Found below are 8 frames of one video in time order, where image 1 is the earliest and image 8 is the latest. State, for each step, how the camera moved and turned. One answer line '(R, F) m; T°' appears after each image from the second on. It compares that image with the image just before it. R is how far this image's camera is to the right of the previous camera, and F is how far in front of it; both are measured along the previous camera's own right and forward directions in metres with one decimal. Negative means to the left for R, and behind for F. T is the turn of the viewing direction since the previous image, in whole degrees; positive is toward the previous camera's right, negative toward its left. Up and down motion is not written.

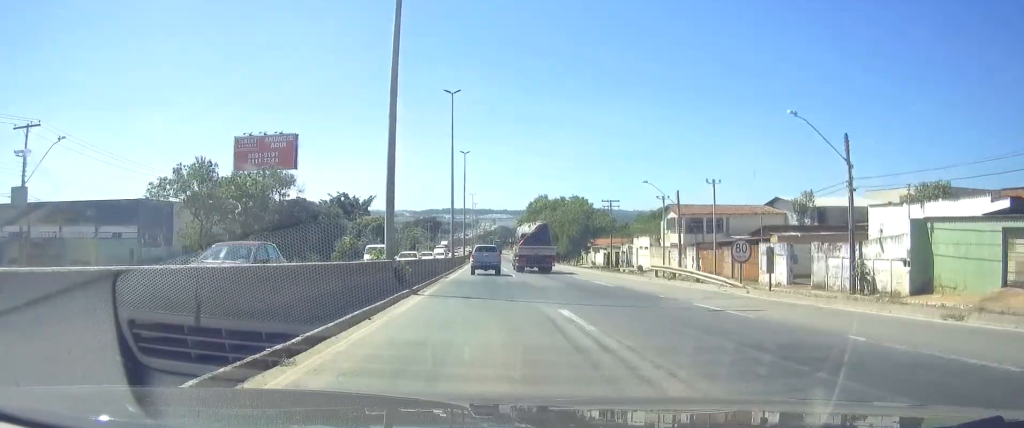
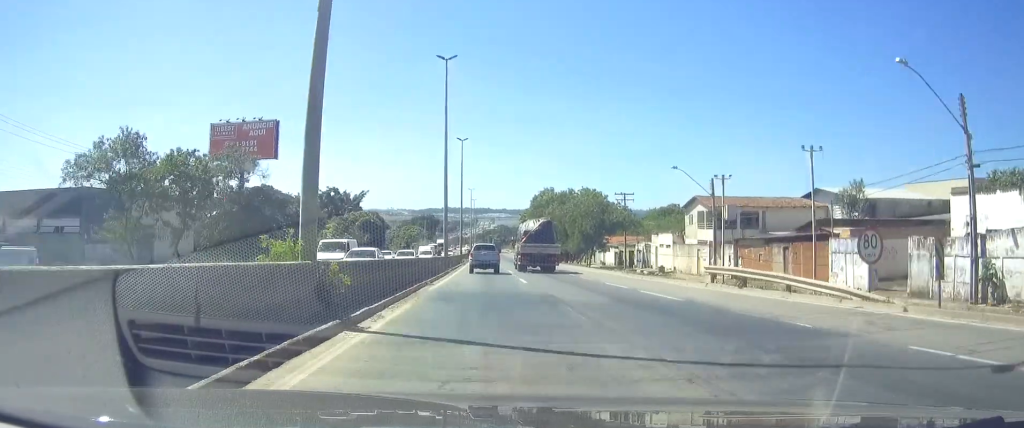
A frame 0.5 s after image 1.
(-0.1, +9.9) m; 0°
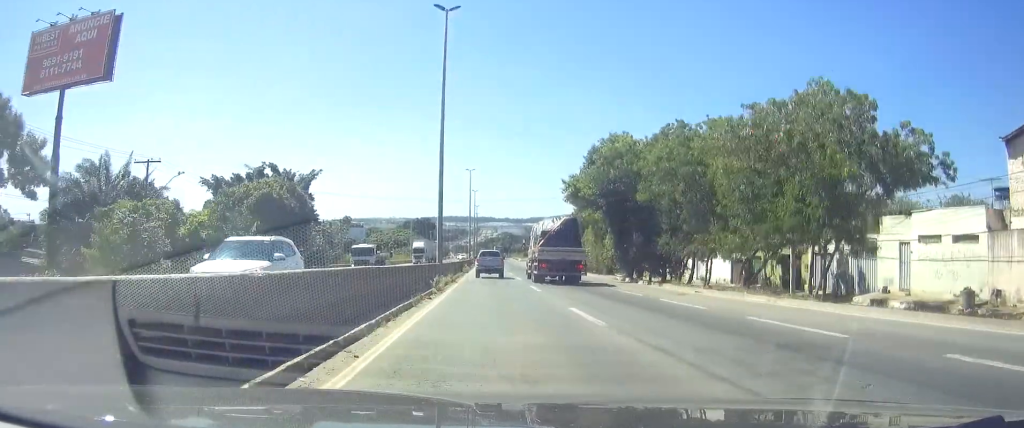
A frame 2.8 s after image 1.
(0.0, +47.2) m; -1°
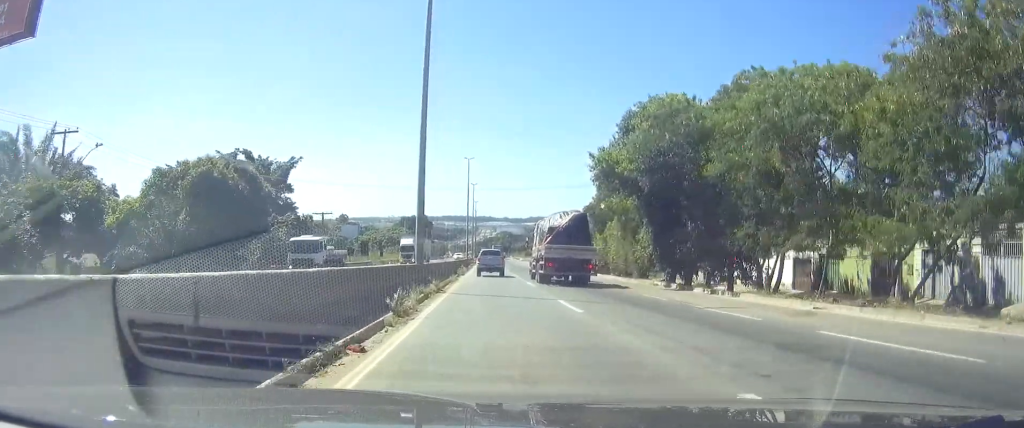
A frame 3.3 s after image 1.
(-0.1, +11.4) m; 0°
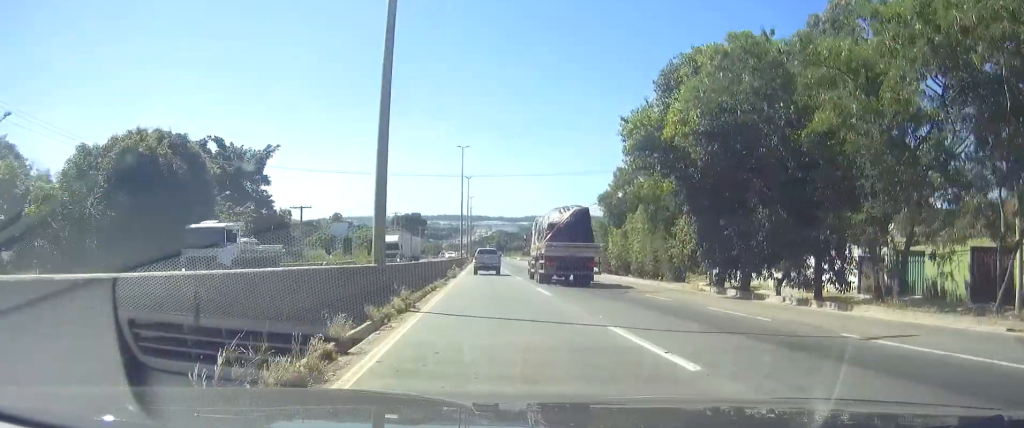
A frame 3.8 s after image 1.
(-0.1, +8.7) m; 0°
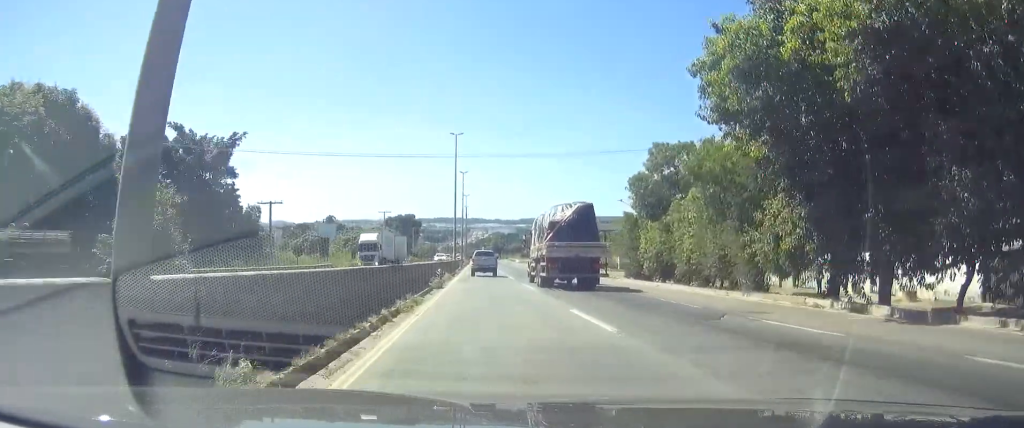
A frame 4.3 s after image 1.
(+0.1, +10.8) m; 0°
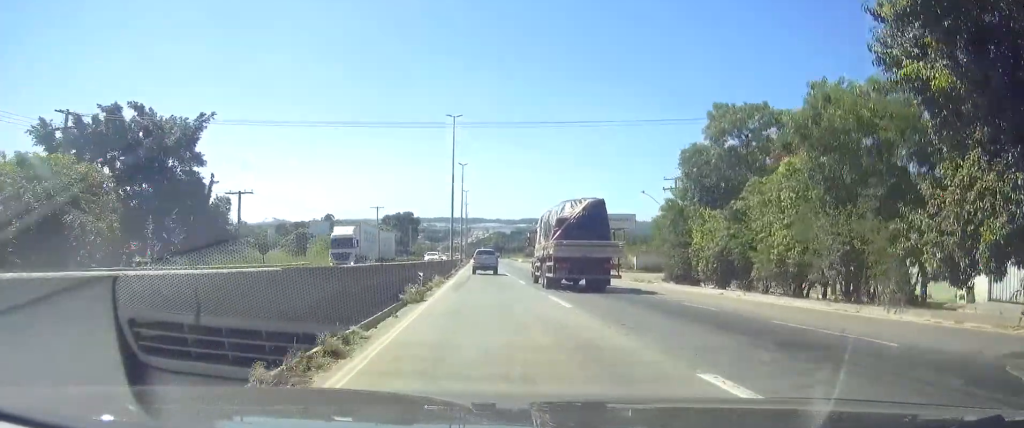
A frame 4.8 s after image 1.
(+0.1, +9.4) m; 0°
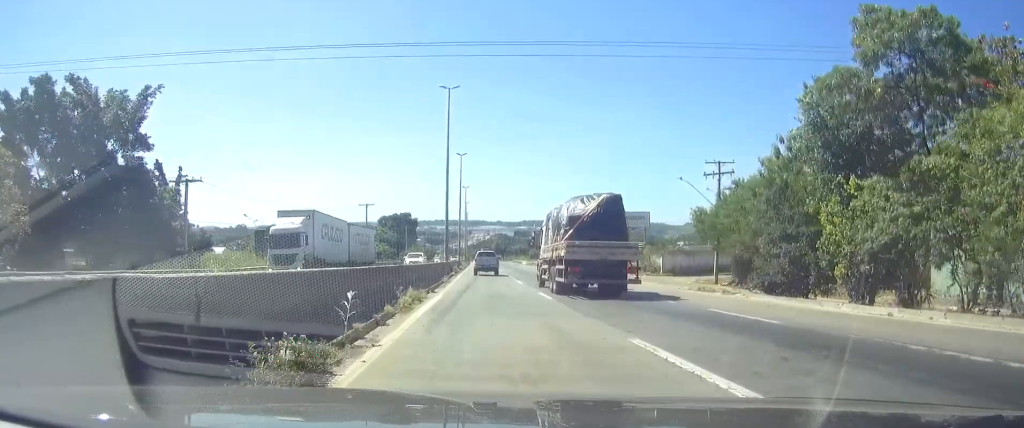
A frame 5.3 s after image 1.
(0.0, +11.6) m; 0°
